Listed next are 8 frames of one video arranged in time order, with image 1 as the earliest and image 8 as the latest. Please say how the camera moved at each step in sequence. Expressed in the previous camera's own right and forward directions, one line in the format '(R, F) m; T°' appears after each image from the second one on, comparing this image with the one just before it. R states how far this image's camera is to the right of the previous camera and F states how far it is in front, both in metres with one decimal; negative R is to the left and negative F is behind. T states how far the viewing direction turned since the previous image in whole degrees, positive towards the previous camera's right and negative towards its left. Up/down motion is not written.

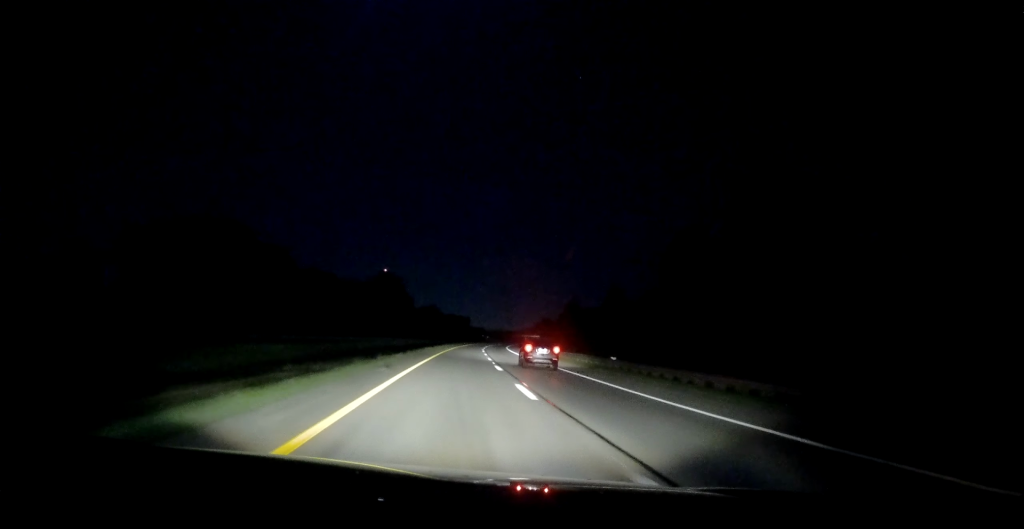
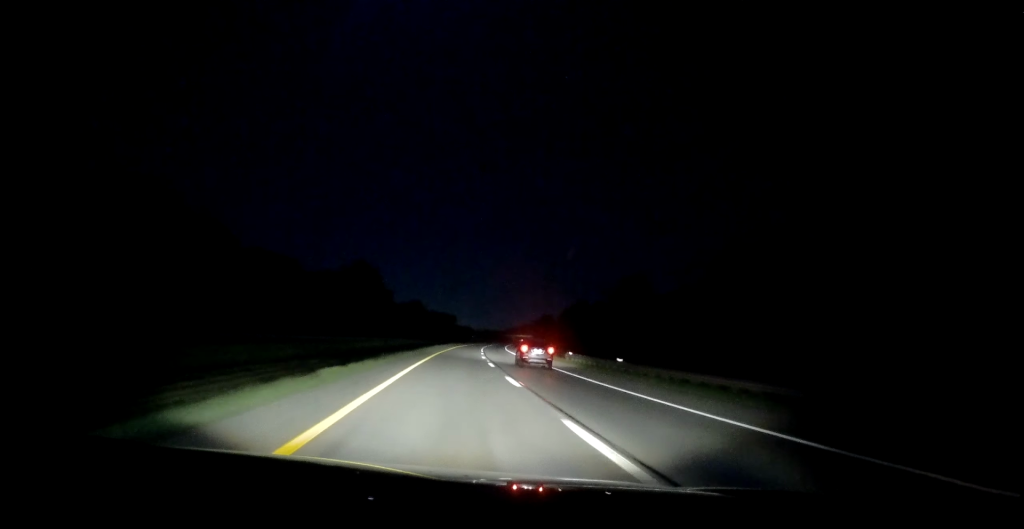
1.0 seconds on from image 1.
(-0.1, +32.4) m; +1°
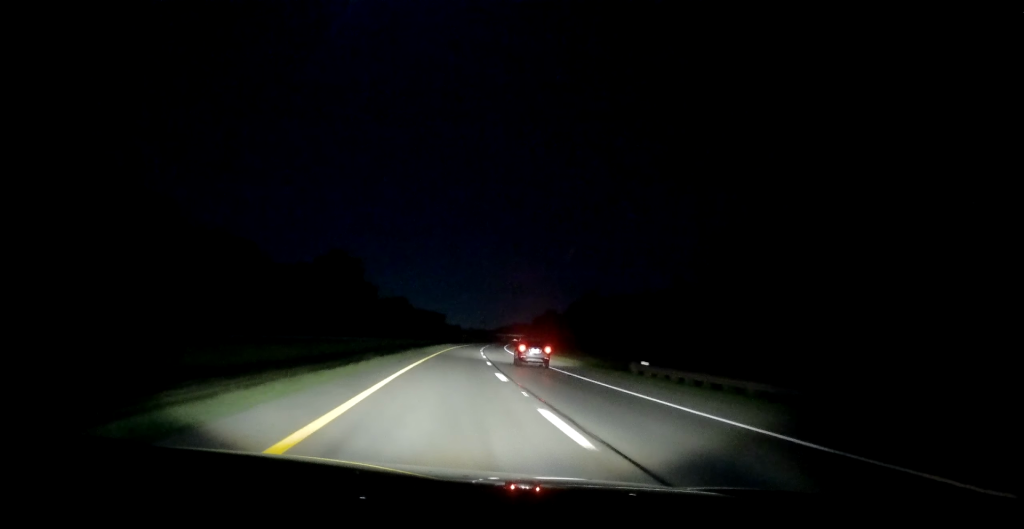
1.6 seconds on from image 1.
(+0.3, +22.4) m; +1°
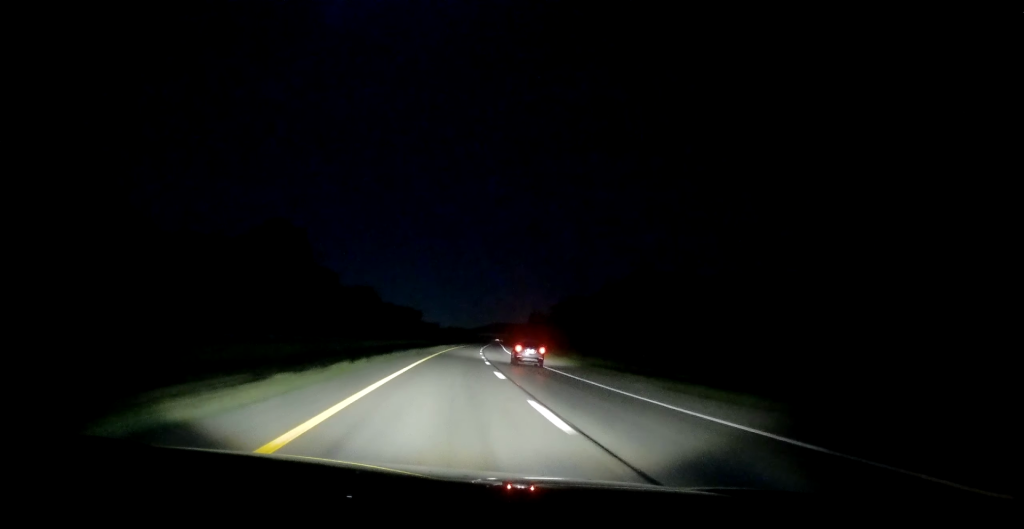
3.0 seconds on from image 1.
(+1.2, +47.0) m; +3°
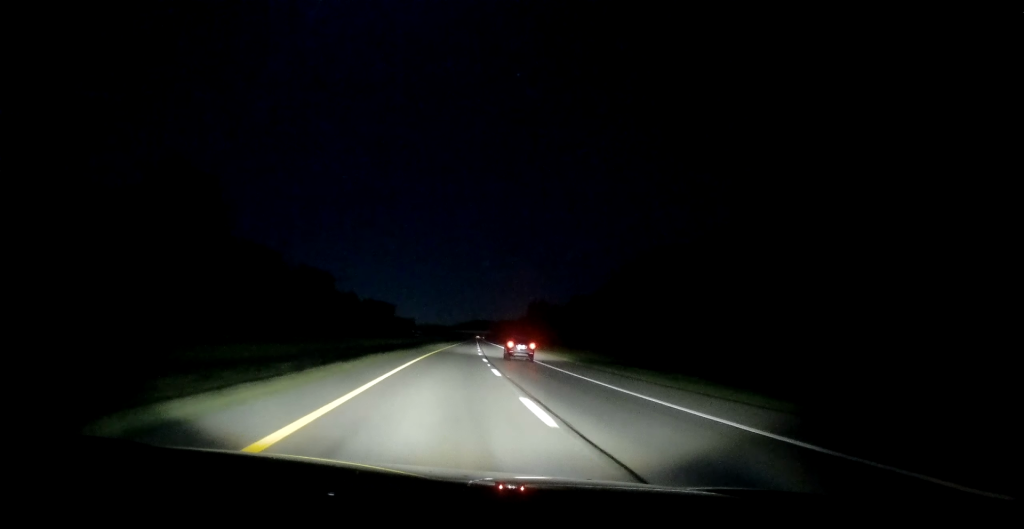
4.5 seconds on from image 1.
(+0.6, +48.2) m; +1°
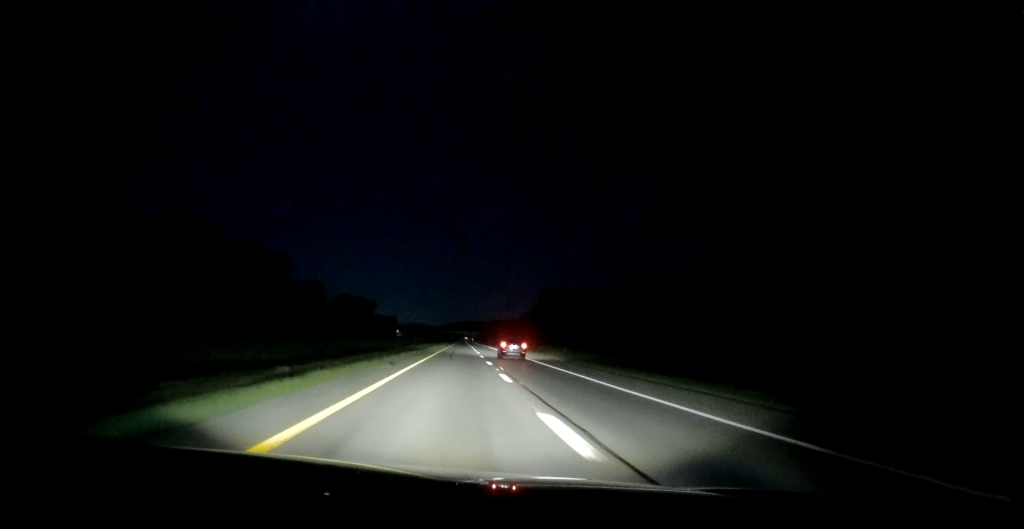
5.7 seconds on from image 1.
(+0.7, +40.4) m; +2°
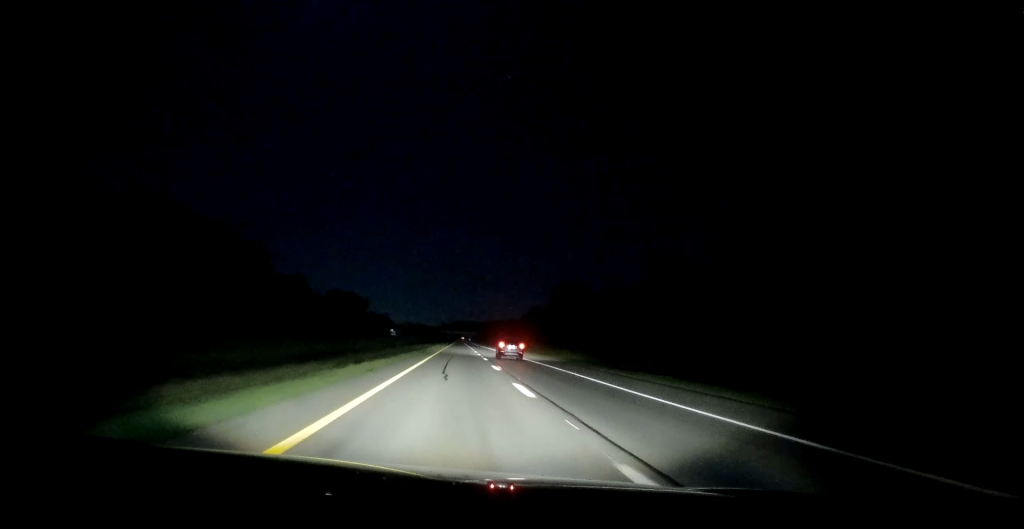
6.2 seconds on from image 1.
(+0.3, +16.8) m; +1°
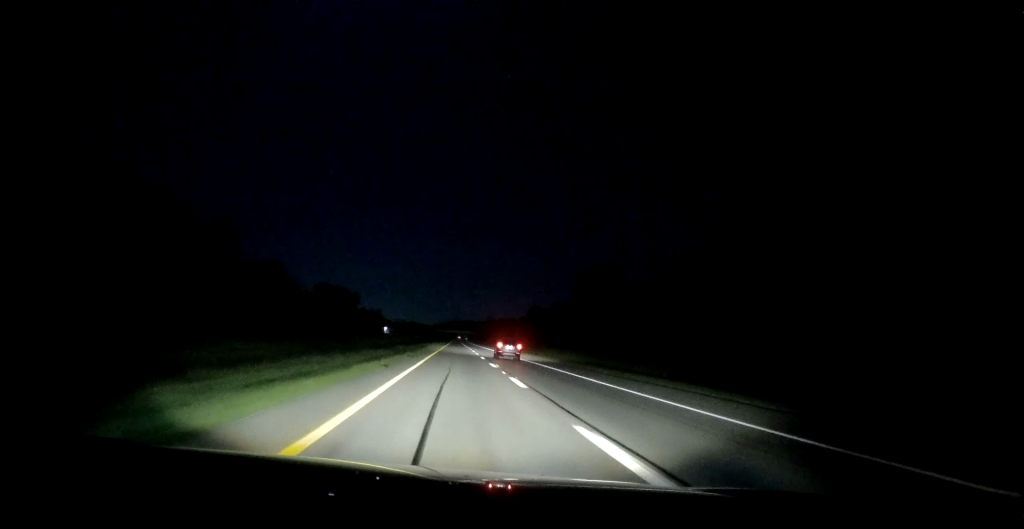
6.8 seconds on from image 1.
(-0.2, +21.3) m; 0°
